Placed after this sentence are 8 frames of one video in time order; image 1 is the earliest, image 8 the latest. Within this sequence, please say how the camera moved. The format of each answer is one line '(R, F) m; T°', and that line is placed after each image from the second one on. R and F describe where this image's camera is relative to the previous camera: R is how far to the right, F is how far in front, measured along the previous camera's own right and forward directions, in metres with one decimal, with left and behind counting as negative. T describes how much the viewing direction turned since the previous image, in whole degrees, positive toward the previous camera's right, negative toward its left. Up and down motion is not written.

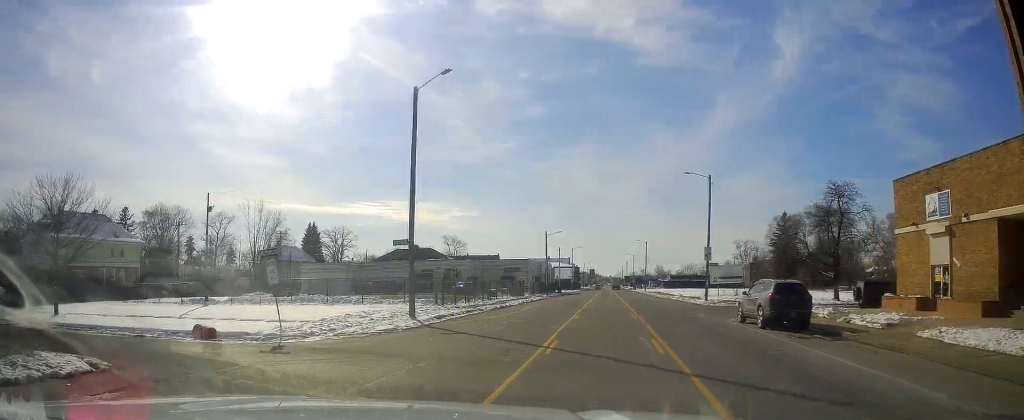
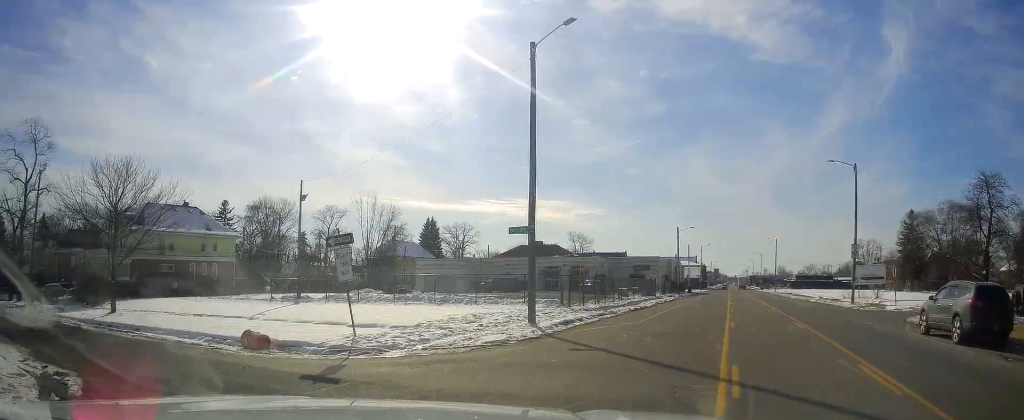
(-0.6, +6.3) m; -5°
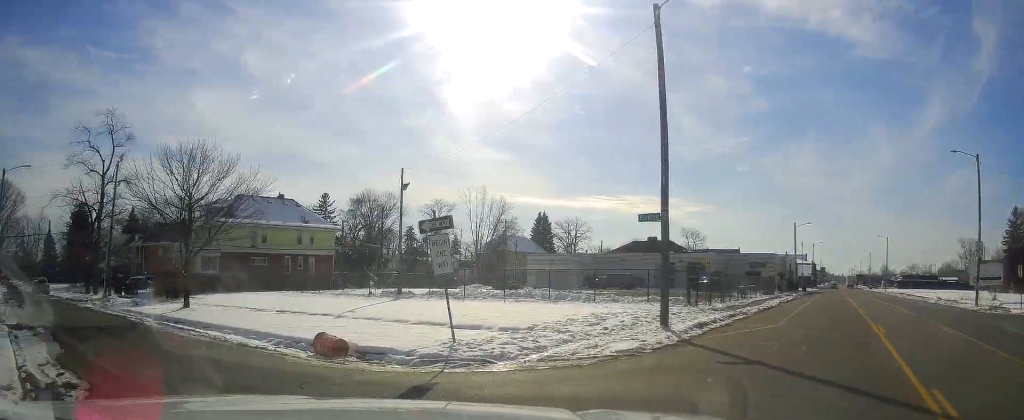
(-0.2, +4.1) m; -4°
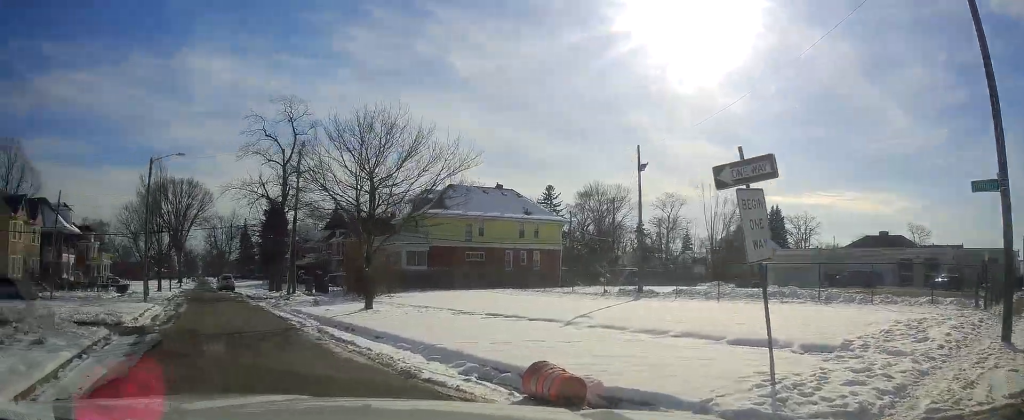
(-0.2, +7.0) m; -18°
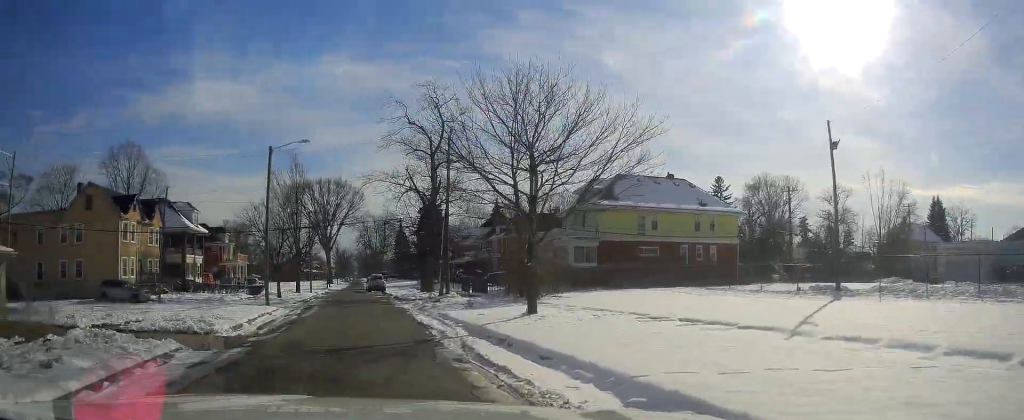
(-1.2, +4.3) m; -22°
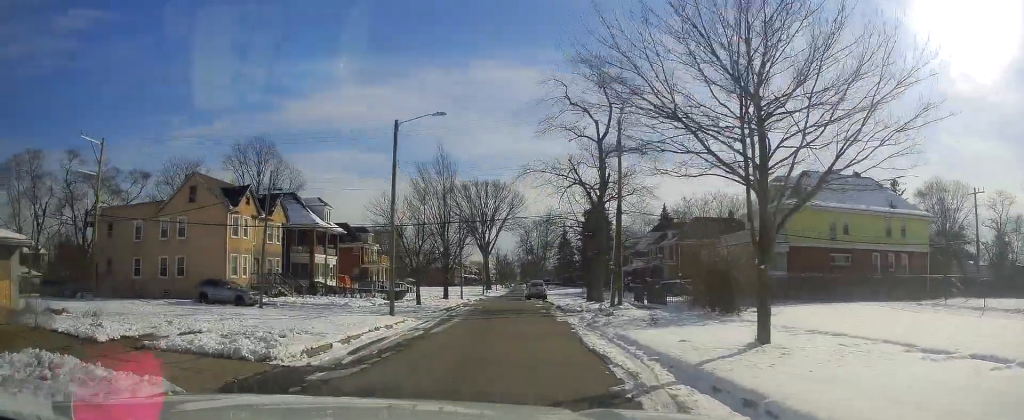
(-1.8, +5.9) m; -21°
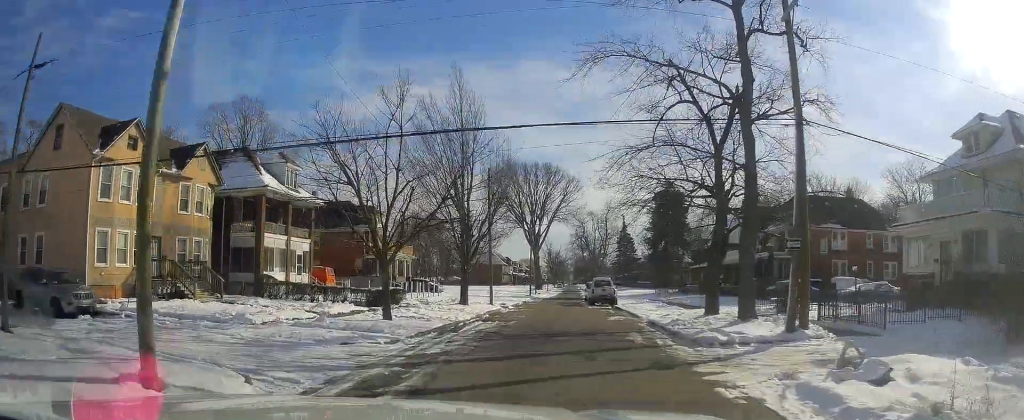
(-2.5, +18.7) m; -10°
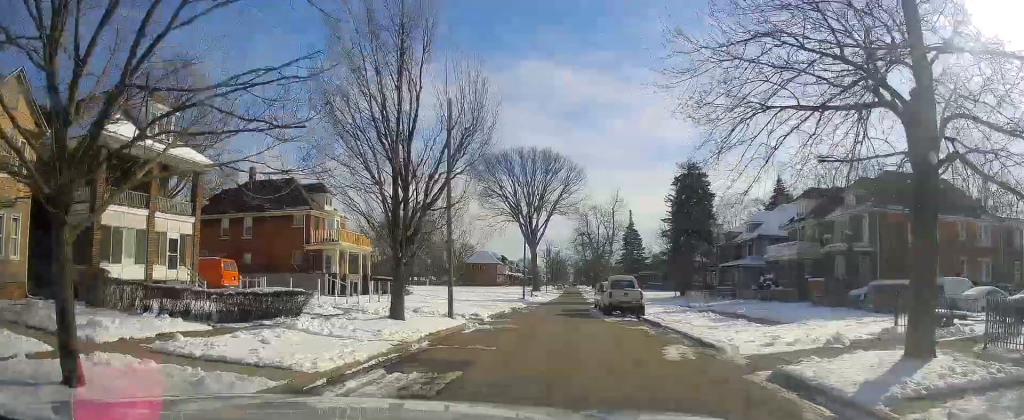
(+0.3, +14.3) m; 0°
